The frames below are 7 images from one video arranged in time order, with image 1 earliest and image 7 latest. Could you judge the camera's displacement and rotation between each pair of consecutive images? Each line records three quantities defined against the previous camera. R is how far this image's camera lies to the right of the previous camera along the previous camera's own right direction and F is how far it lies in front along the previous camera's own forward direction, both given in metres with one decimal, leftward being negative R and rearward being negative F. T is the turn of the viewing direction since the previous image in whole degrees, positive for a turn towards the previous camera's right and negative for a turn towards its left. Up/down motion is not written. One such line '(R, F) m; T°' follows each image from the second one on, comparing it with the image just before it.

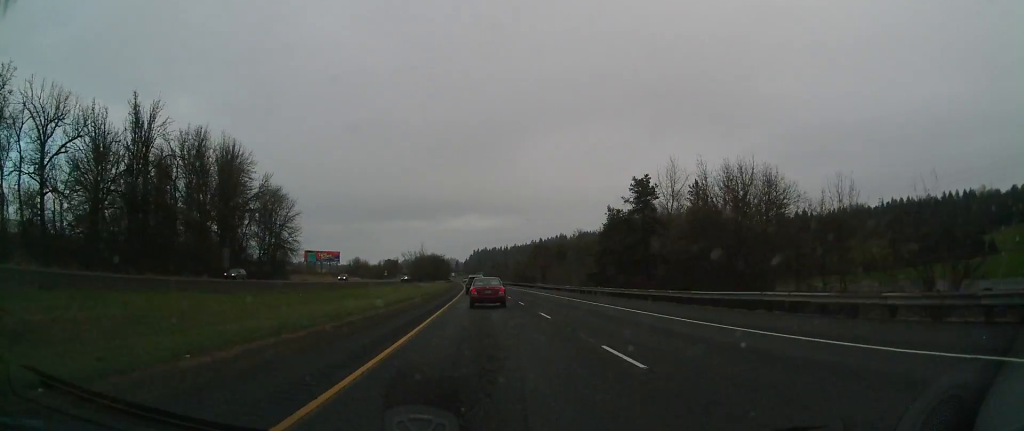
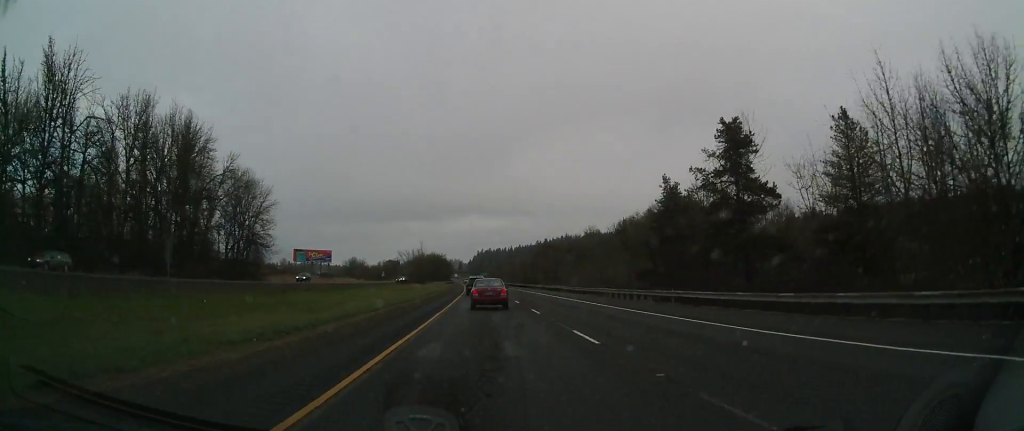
(0.0, +20.4) m; 0°
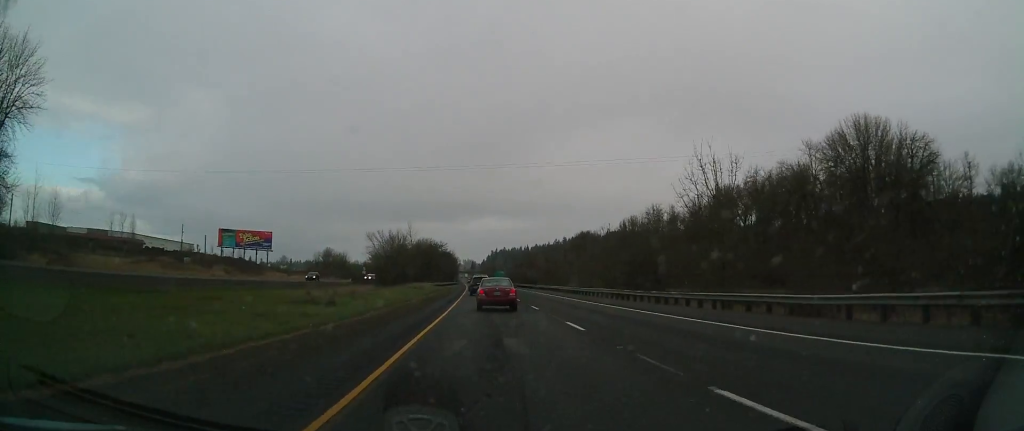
(-1.2, +82.0) m; -2°
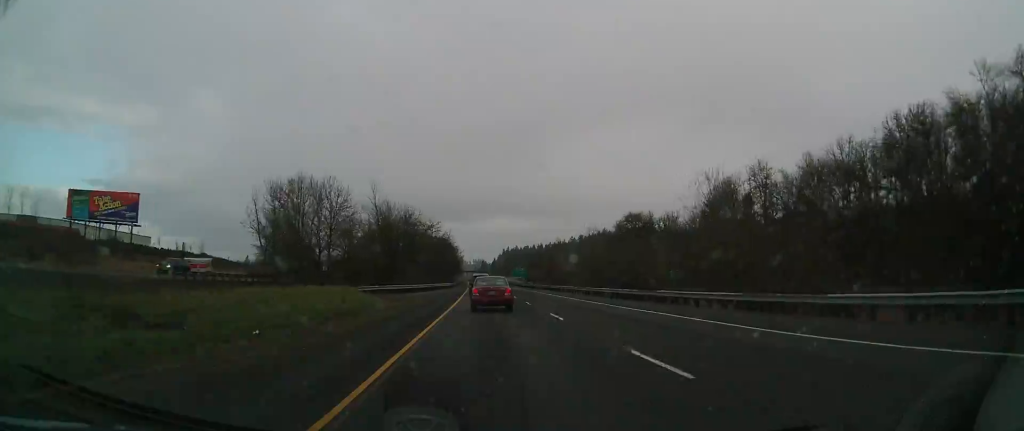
(-0.8, +69.8) m; -2°
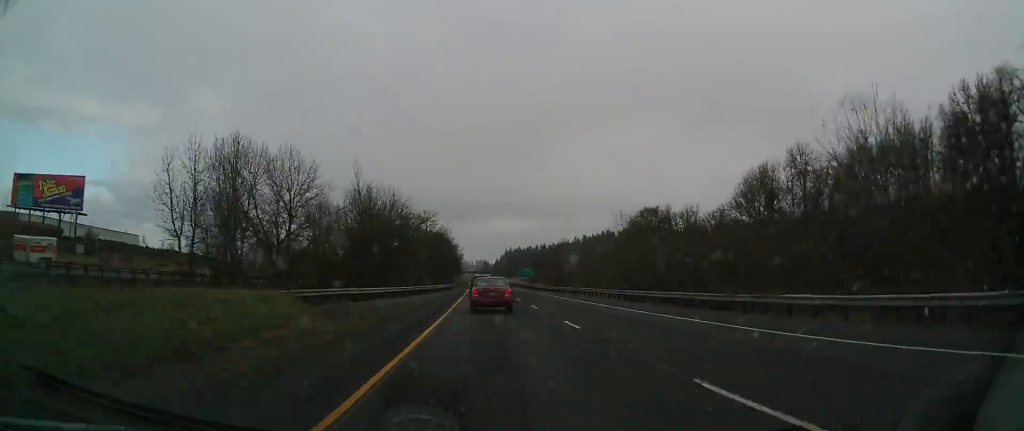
(0.0, +15.7) m; 0°
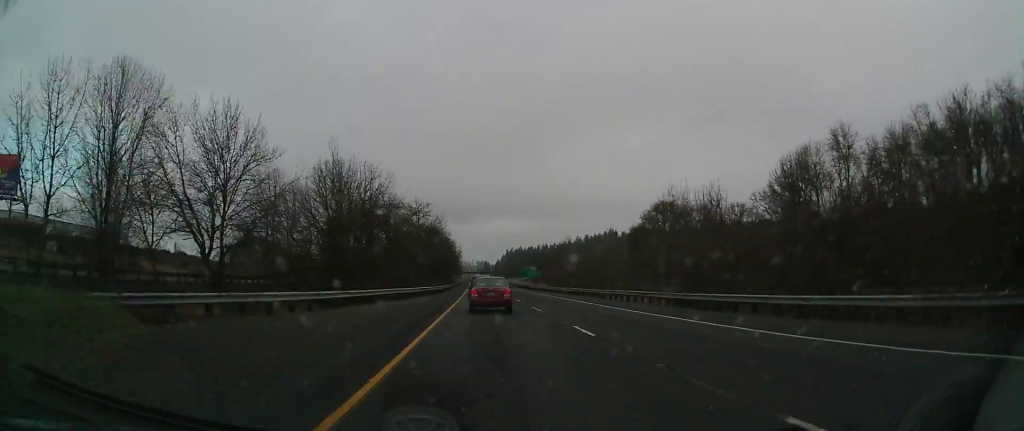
(-0.1, +14.5) m; 0°
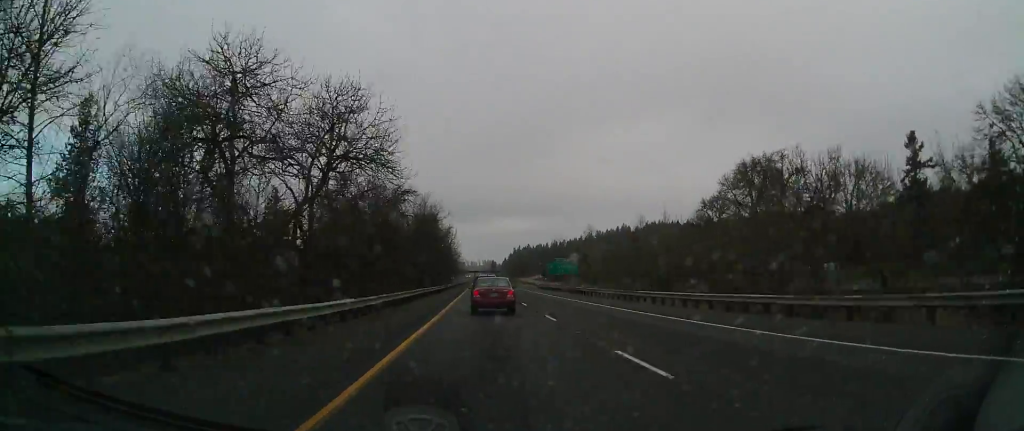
(-0.2, +55.8) m; 0°
